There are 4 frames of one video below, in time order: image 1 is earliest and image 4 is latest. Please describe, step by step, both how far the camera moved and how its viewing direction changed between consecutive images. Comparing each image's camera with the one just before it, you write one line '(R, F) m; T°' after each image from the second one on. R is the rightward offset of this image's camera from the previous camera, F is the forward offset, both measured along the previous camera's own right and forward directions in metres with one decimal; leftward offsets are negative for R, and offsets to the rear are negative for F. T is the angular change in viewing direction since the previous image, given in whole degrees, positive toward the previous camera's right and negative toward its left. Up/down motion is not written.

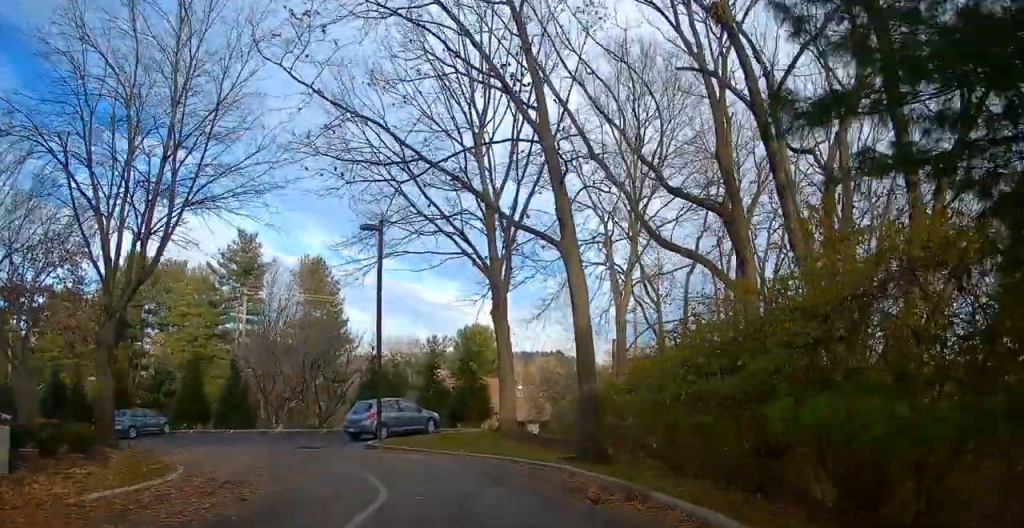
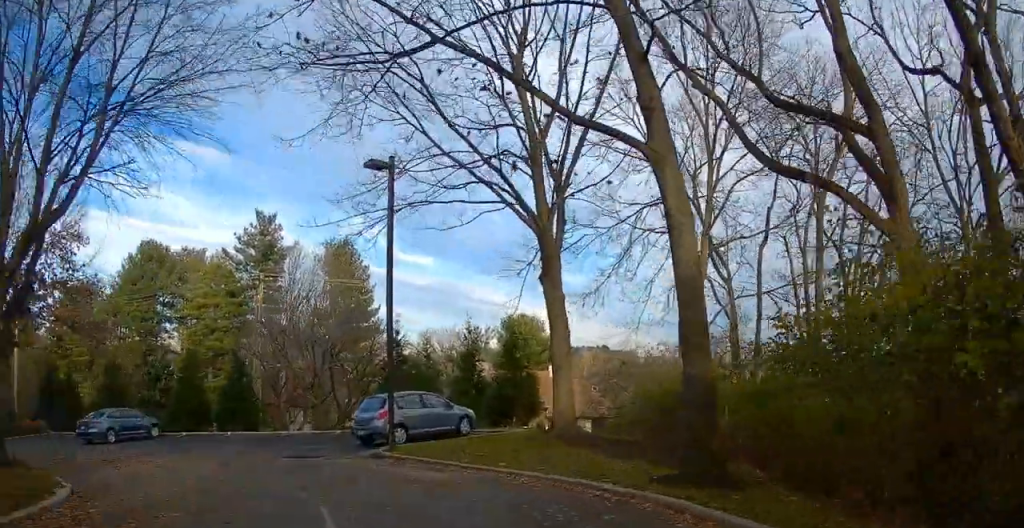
(-0.6, +6.9) m; -10°
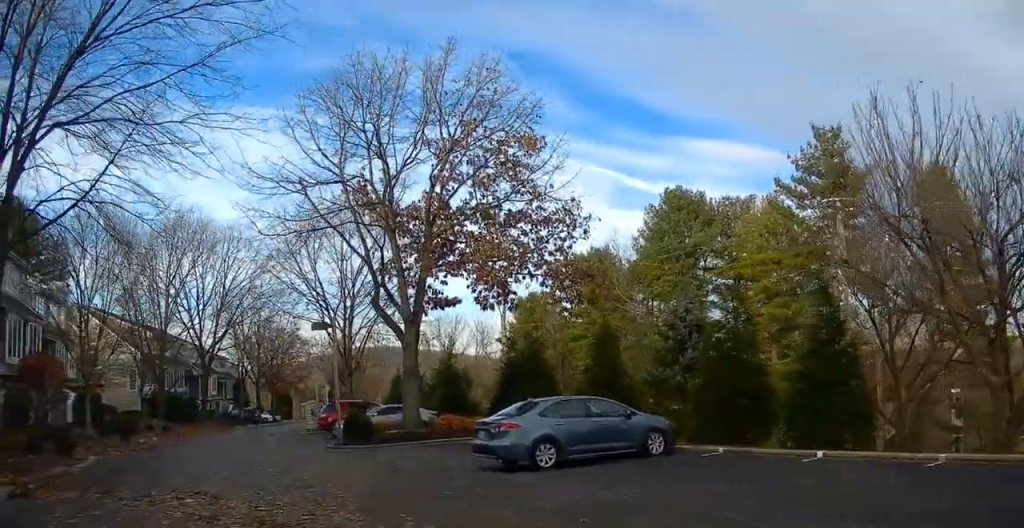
(-5.9, +16.5) m; -39°
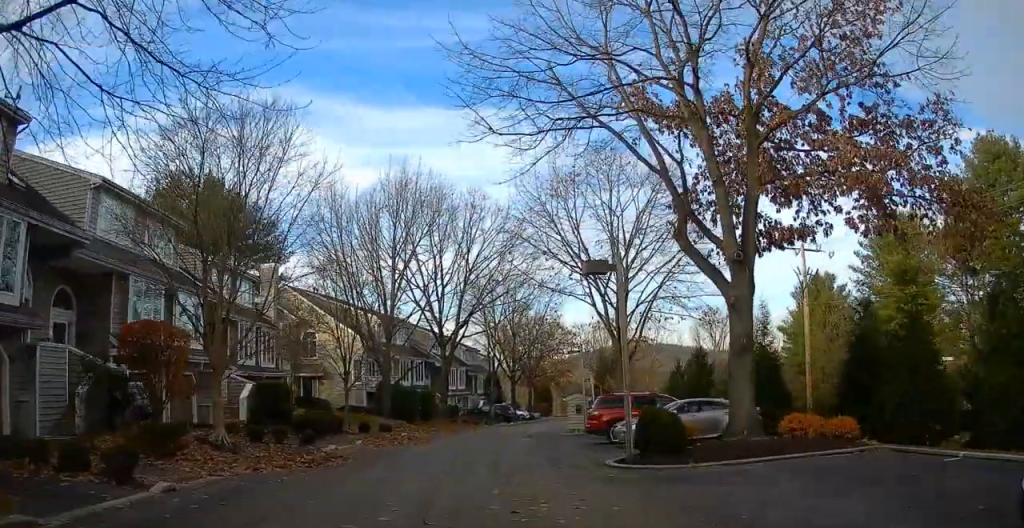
(-2.0, +8.8) m; -29°
